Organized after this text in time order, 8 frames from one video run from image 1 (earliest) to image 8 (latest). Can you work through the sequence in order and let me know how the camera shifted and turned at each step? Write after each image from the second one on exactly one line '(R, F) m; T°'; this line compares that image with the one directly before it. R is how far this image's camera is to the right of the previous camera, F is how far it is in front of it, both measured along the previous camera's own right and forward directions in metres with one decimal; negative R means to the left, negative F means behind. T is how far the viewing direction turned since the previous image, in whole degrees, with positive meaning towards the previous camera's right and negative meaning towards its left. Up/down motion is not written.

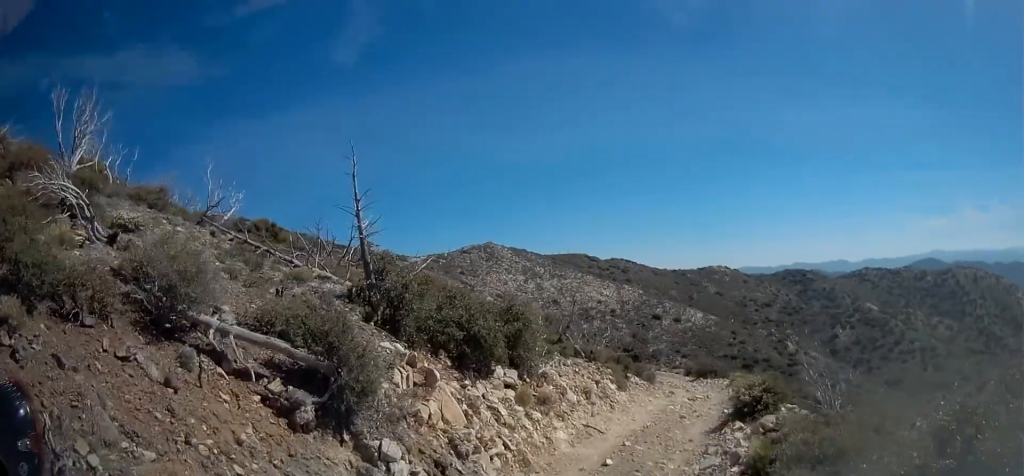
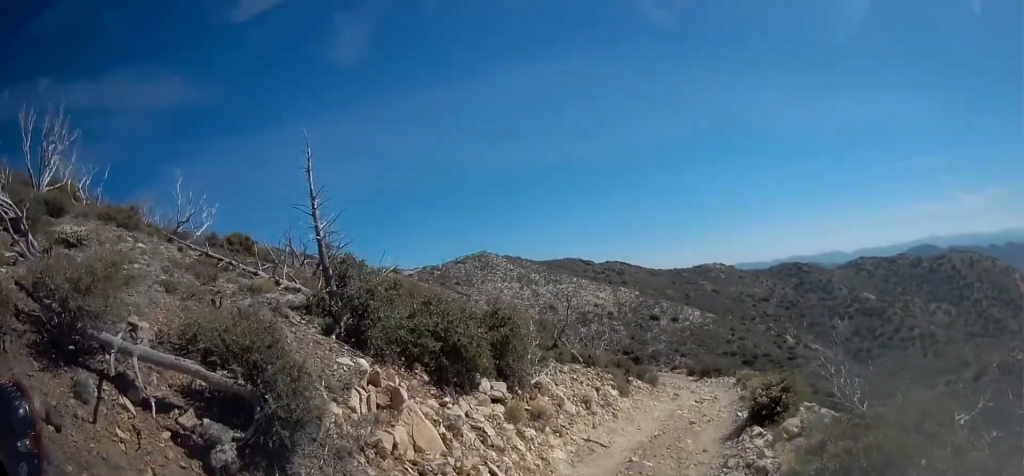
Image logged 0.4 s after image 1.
(+0.3, +1.2) m; +7°
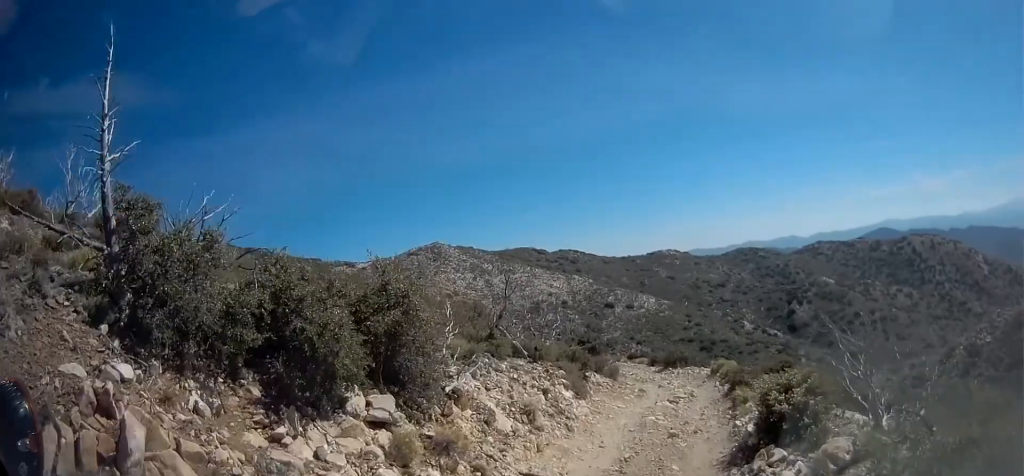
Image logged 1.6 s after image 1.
(+0.5, +3.2) m; +9°
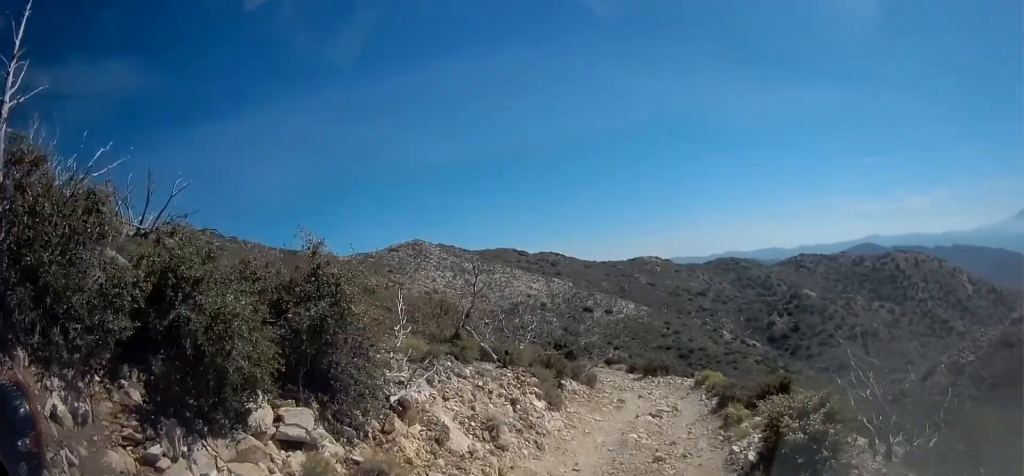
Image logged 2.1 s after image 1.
(0.0, +1.3) m; 0°
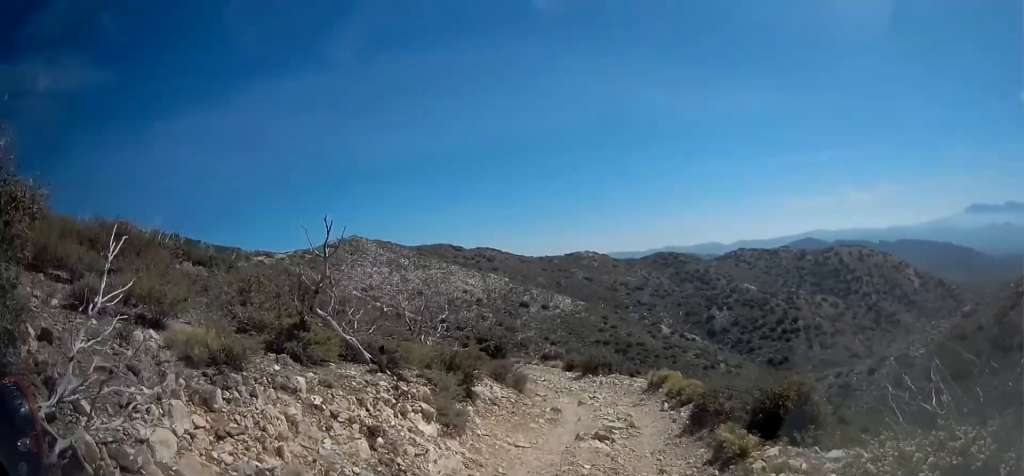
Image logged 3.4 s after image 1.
(-0.1, +3.8) m; -4°
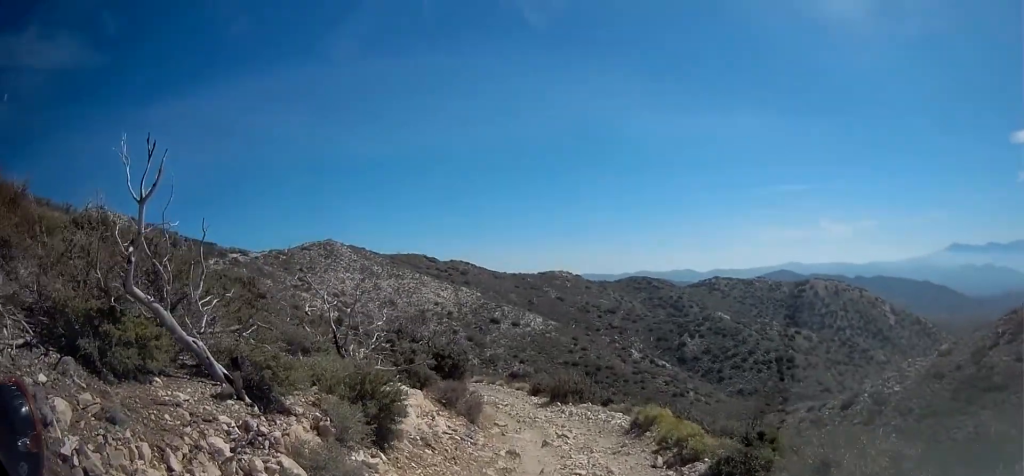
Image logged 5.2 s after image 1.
(-0.2, +3.9) m; +2°
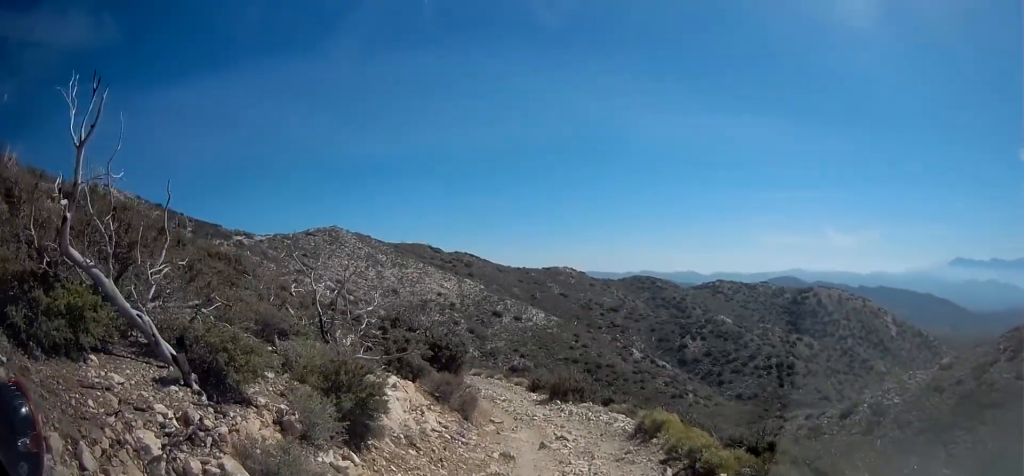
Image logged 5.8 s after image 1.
(+0.3, +1.0) m; +4°
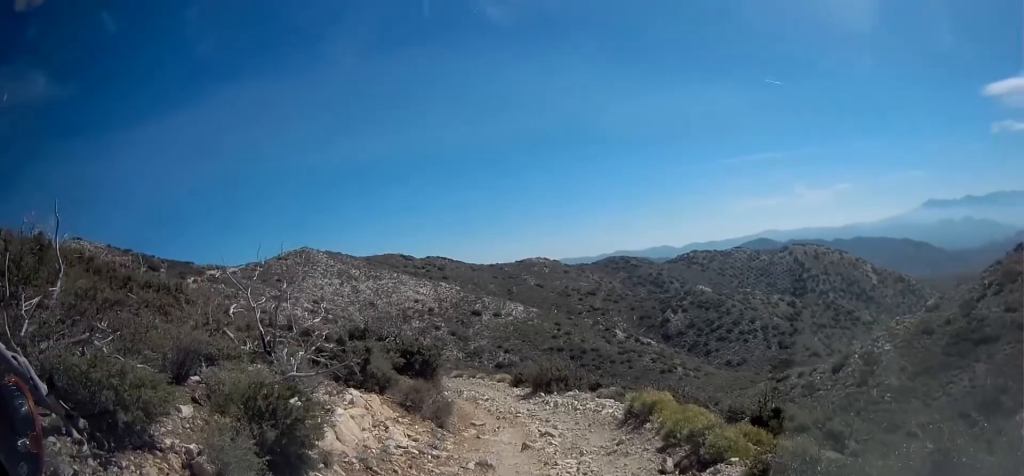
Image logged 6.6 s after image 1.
(-0.1, +1.0) m; +2°
